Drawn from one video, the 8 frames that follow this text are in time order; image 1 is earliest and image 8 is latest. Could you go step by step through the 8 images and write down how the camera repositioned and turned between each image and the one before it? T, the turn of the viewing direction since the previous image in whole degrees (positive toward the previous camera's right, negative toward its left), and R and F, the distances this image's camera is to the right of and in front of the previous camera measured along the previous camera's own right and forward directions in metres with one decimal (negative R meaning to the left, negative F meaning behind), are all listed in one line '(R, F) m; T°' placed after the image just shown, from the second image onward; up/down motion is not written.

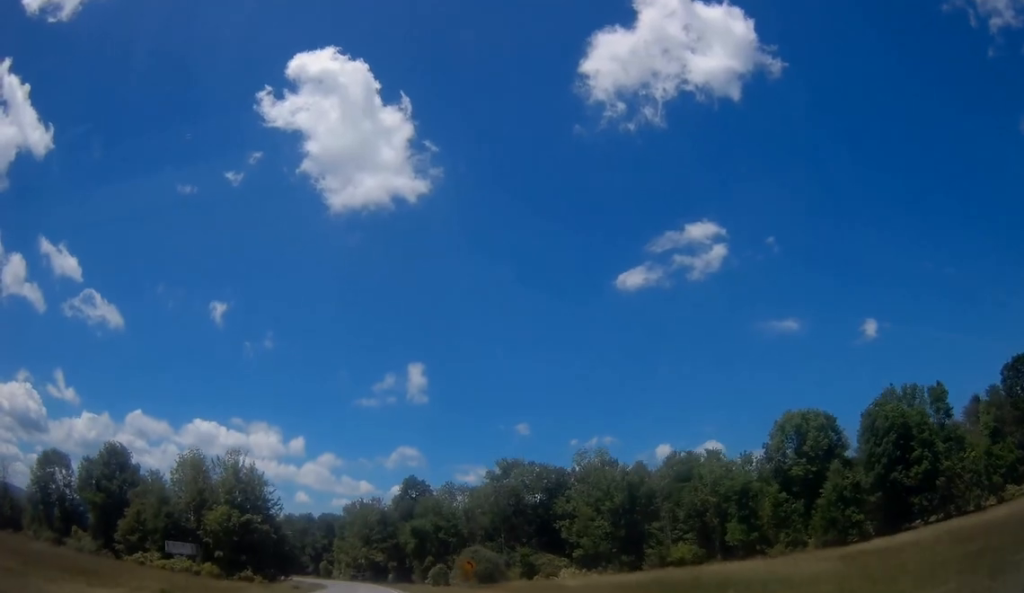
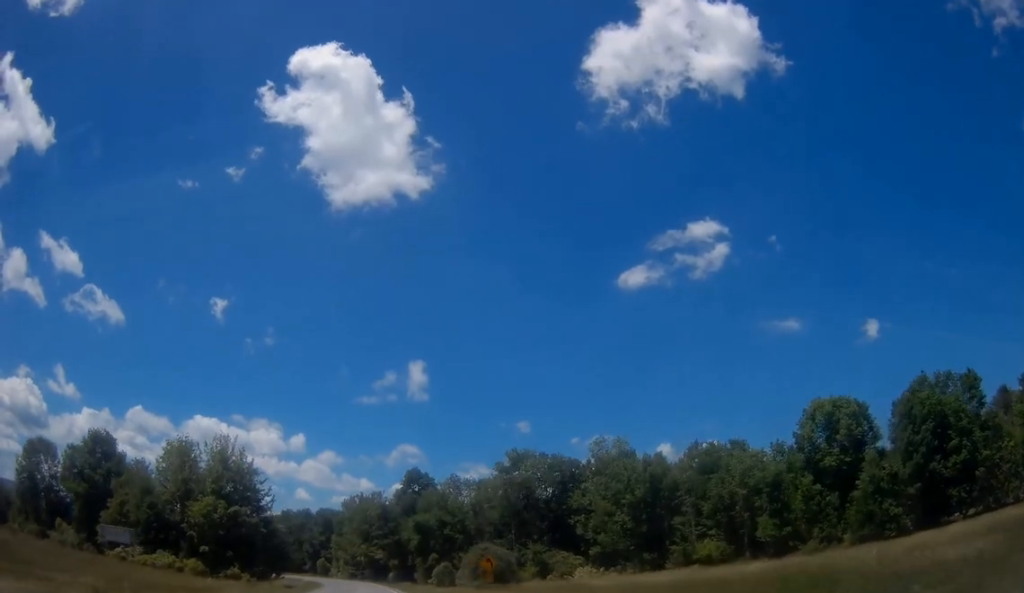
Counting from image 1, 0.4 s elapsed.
(0.0, +7.3) m; 0°
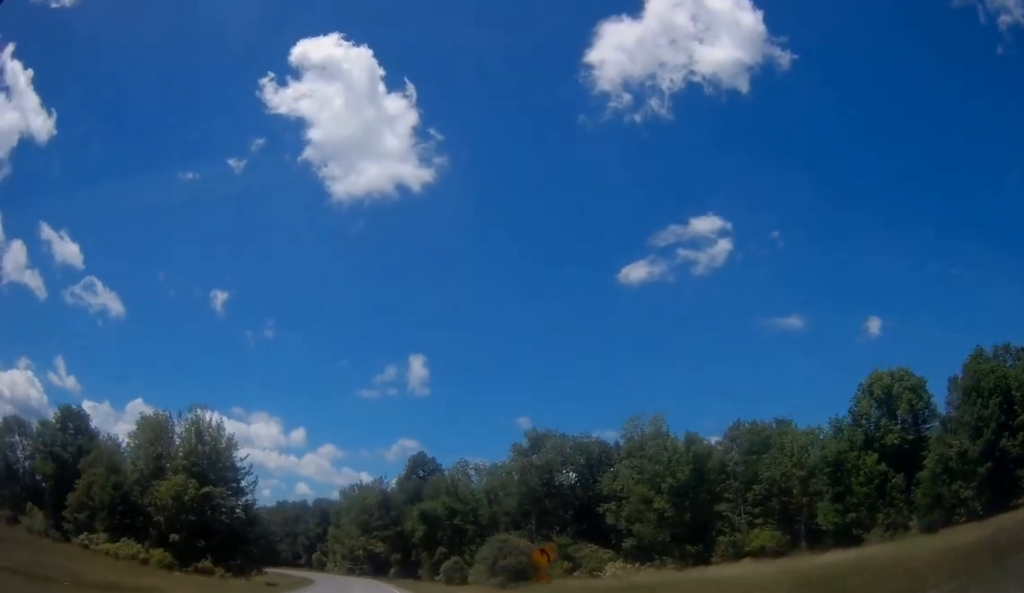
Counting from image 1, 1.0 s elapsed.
(0.0, +11.6) m; 0°
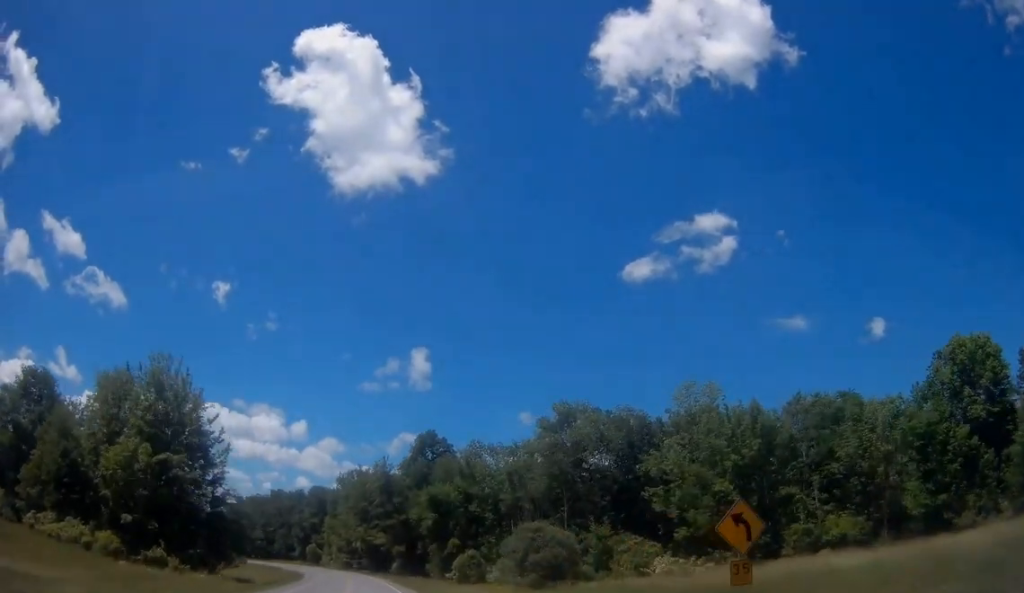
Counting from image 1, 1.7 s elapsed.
(+0.1, +13.2) m; 0°
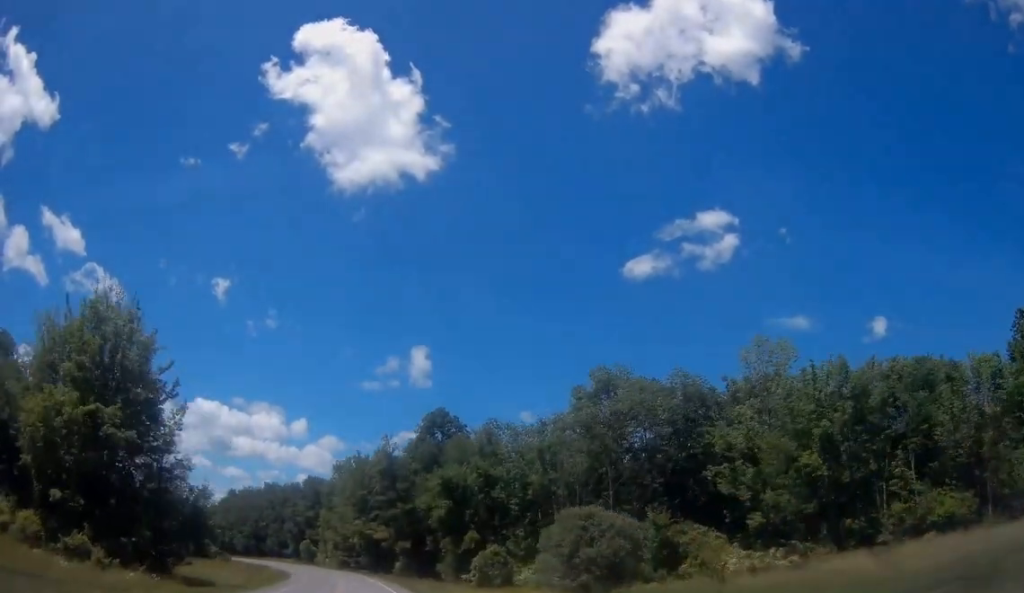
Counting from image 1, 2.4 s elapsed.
(0.0, +12.7) m; -2°
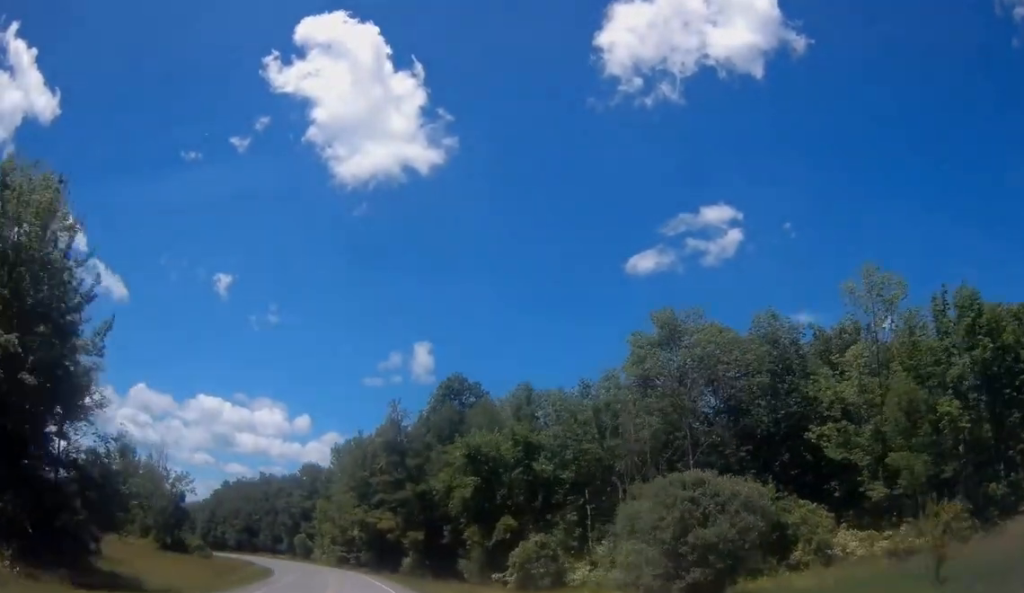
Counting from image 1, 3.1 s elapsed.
(+0.5, +13.3) m; -5°
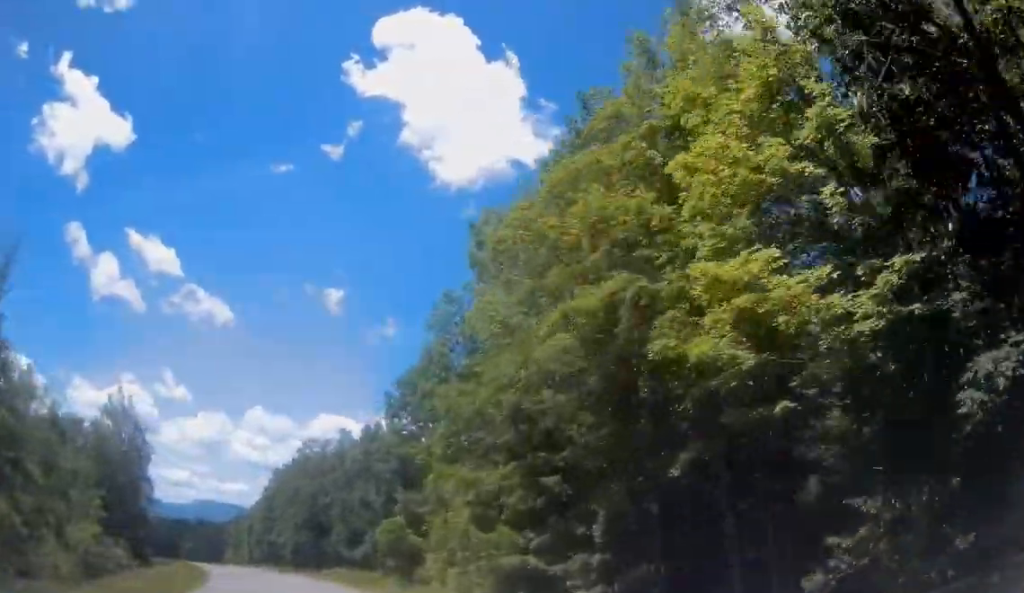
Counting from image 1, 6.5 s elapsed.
(-8.8, +69.5) m; -7°
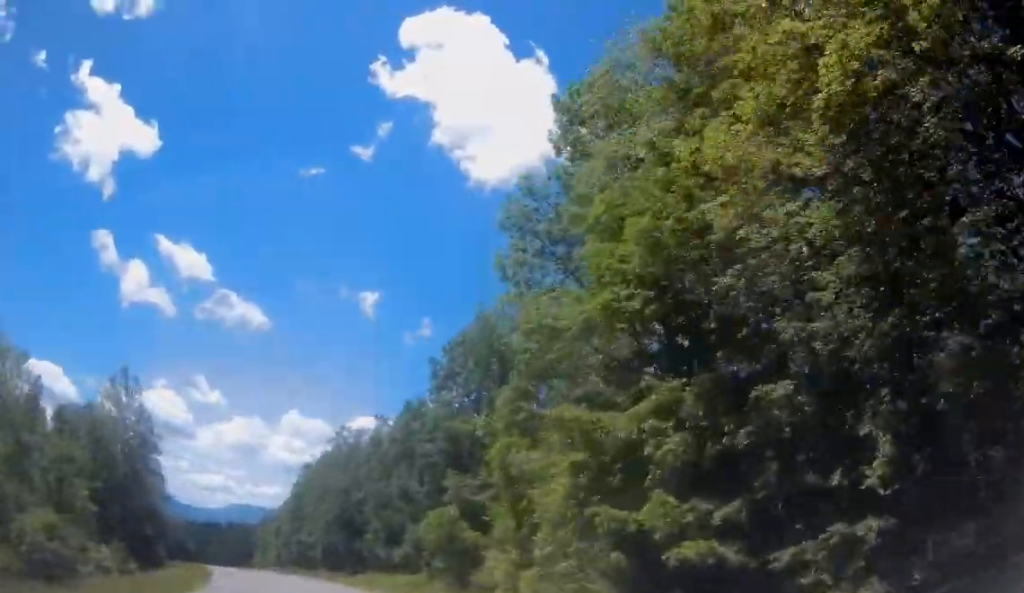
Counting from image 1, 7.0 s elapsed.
(0.0, +9.3) m; 0°
